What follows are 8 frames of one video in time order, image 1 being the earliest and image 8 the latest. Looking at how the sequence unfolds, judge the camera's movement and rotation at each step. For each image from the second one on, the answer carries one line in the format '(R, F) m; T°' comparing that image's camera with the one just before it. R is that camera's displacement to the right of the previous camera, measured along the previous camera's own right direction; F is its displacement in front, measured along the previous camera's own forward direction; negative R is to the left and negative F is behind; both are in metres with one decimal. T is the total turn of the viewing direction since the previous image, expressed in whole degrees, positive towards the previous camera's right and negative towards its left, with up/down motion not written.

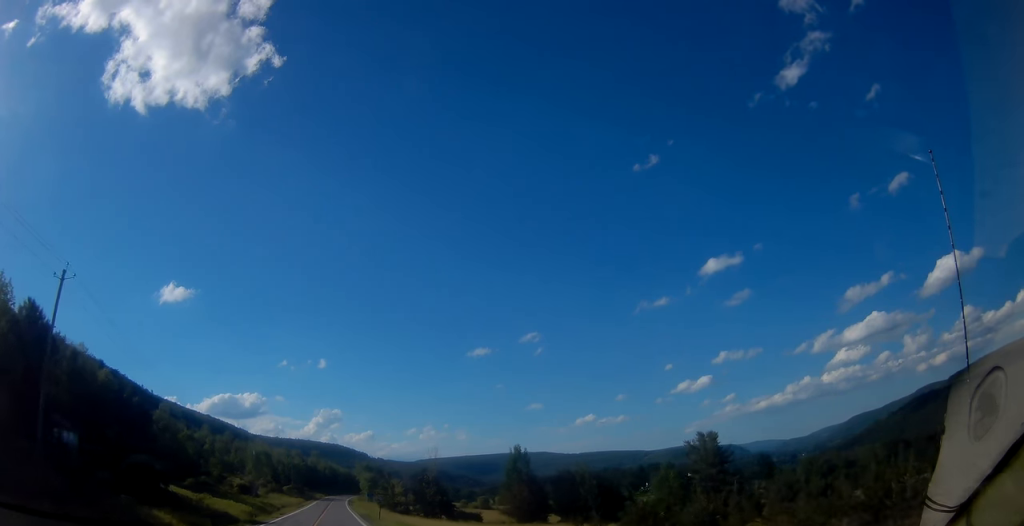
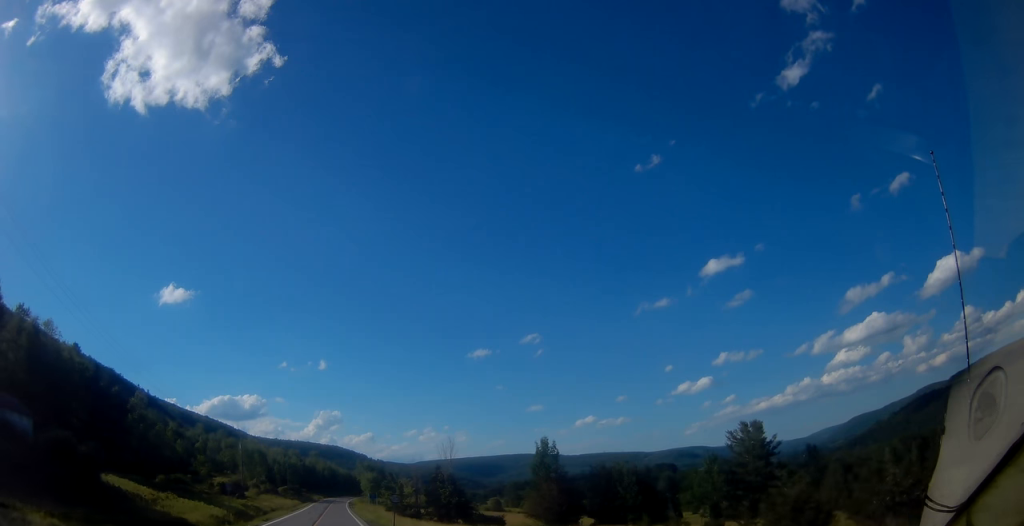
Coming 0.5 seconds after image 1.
(0.0, +13.9) m; 0°
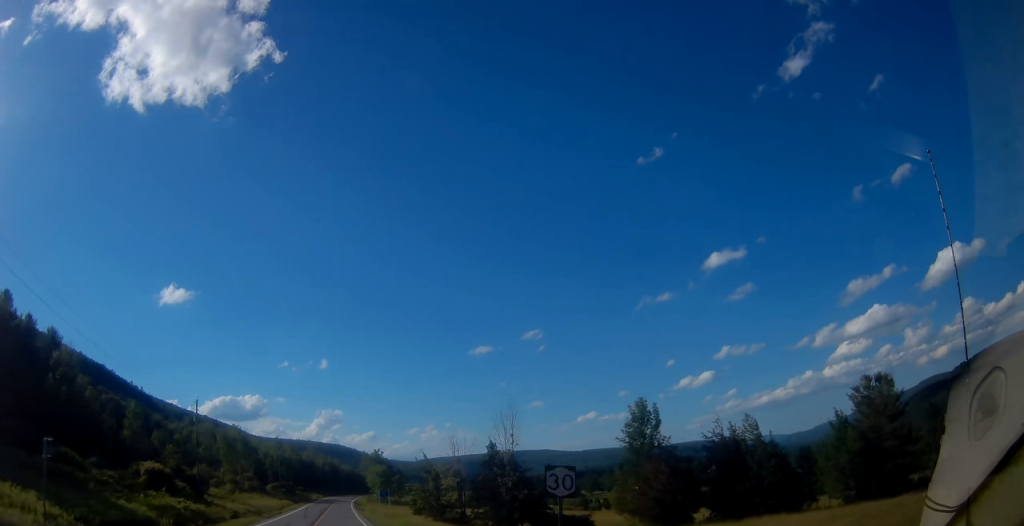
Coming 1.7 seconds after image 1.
(0.0, +29.4) m; 0°
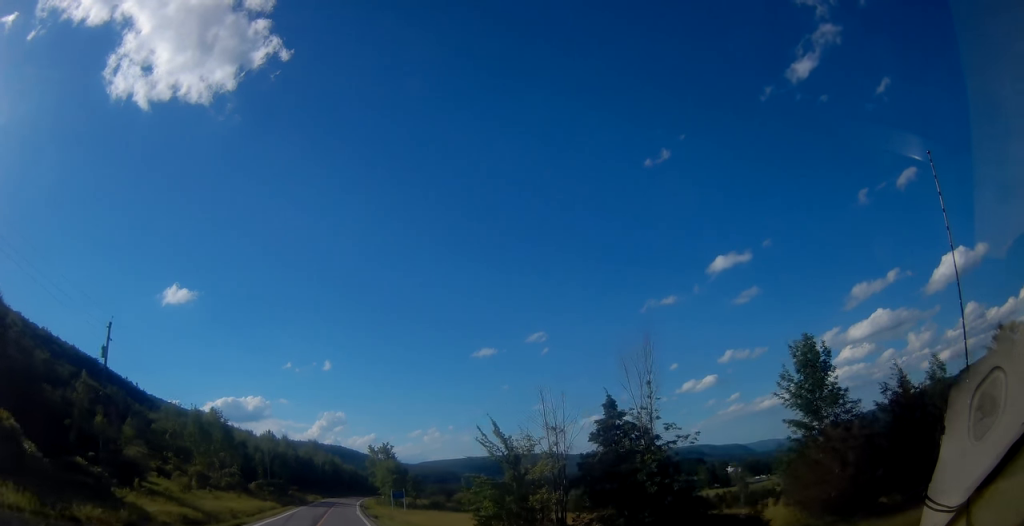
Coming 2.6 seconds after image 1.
(0.0, +25.1) m; 0°
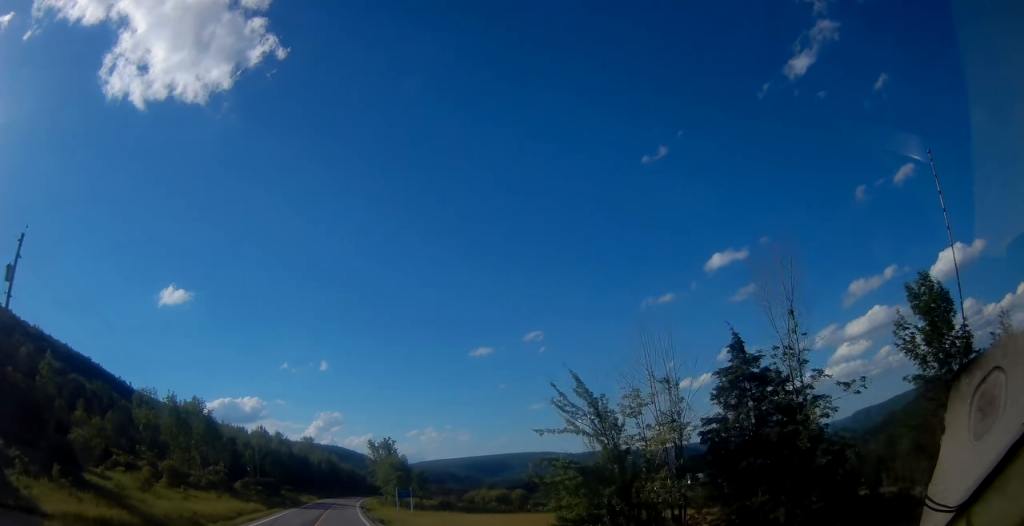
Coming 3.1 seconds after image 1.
(0.0, +12.1) m; 0°
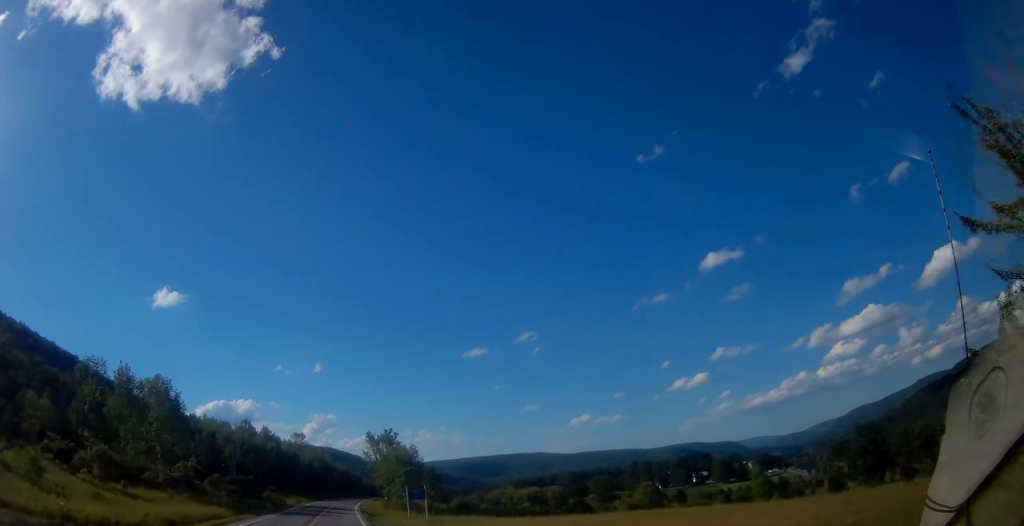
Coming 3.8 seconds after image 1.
(+0.1, +18.2) m; 0°
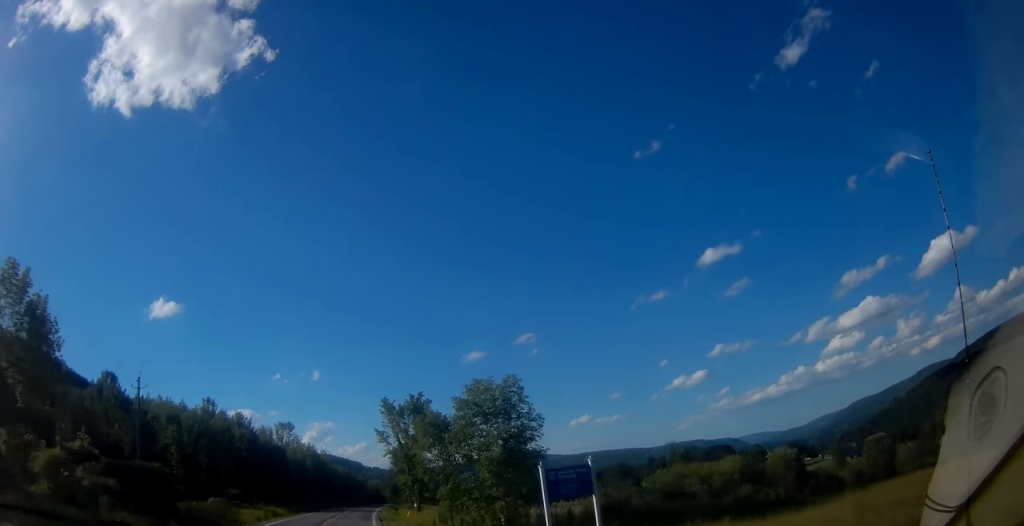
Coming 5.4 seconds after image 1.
(-0.1, +42.4) m; 0°
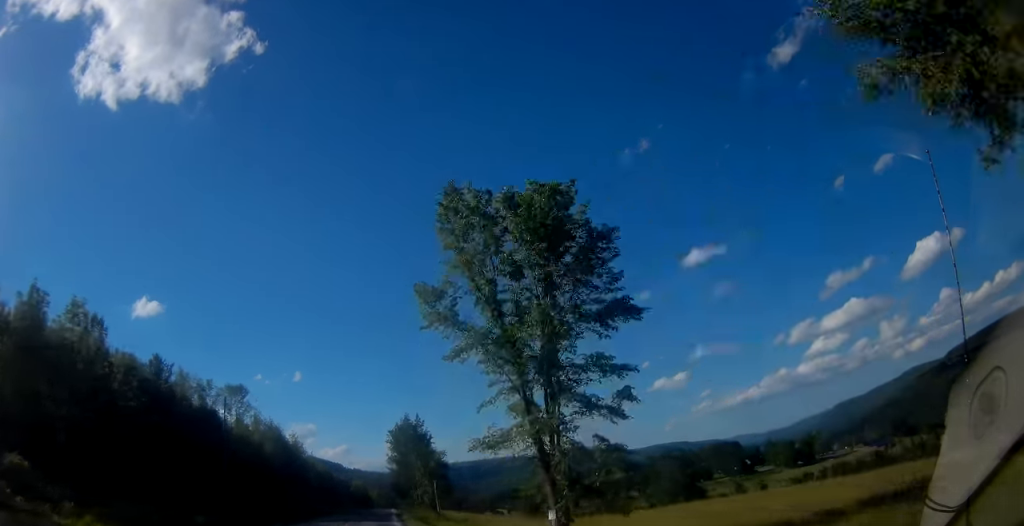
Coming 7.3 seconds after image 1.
(+1.3, +48.3) m; +3°
